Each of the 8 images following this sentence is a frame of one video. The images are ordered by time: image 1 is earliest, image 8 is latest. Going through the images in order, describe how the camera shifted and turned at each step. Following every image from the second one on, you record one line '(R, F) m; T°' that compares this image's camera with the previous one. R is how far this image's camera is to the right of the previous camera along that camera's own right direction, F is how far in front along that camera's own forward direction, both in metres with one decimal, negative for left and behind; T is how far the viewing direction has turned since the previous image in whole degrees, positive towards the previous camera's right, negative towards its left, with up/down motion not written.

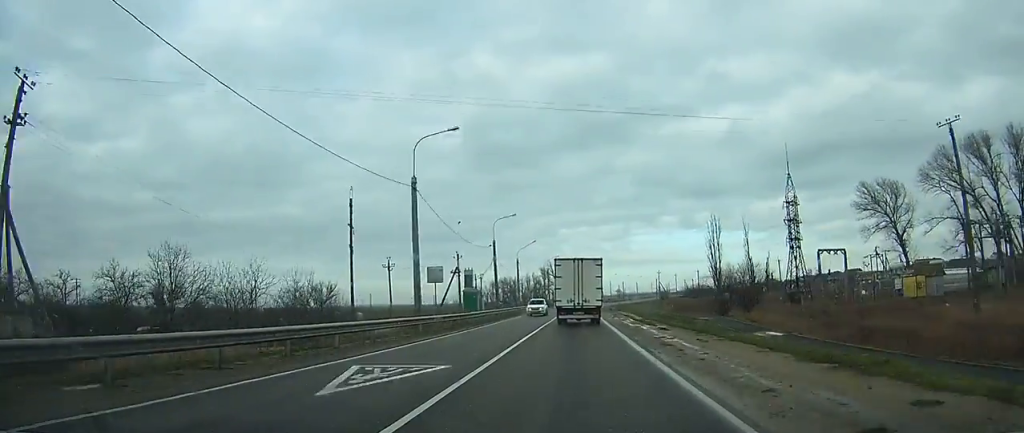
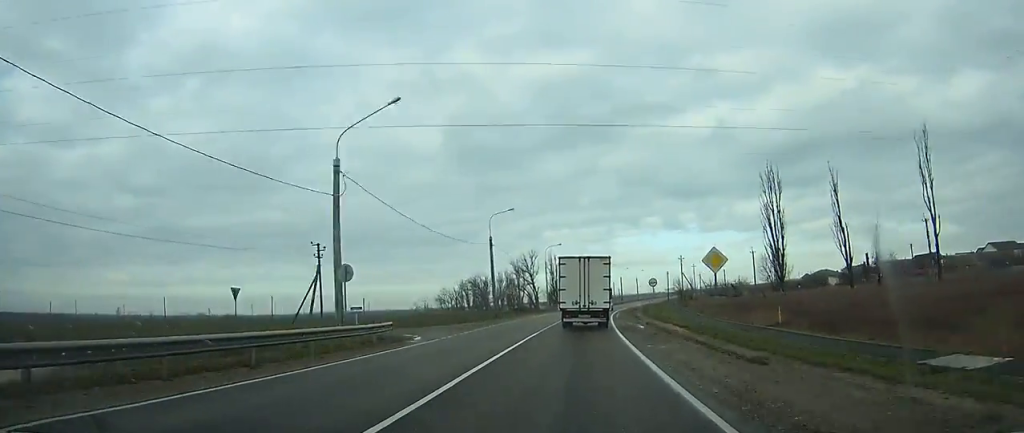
(+0.9, +66.6) m; +3°
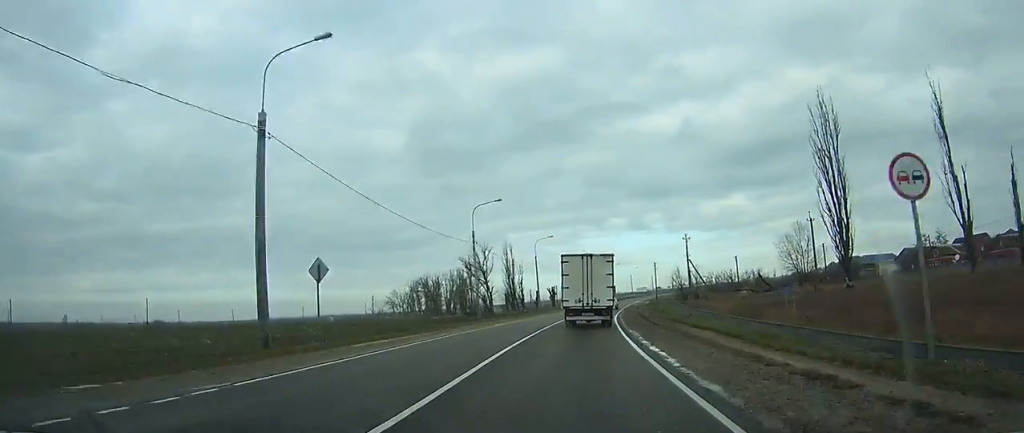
(+1.1, +40.6) m; +3°
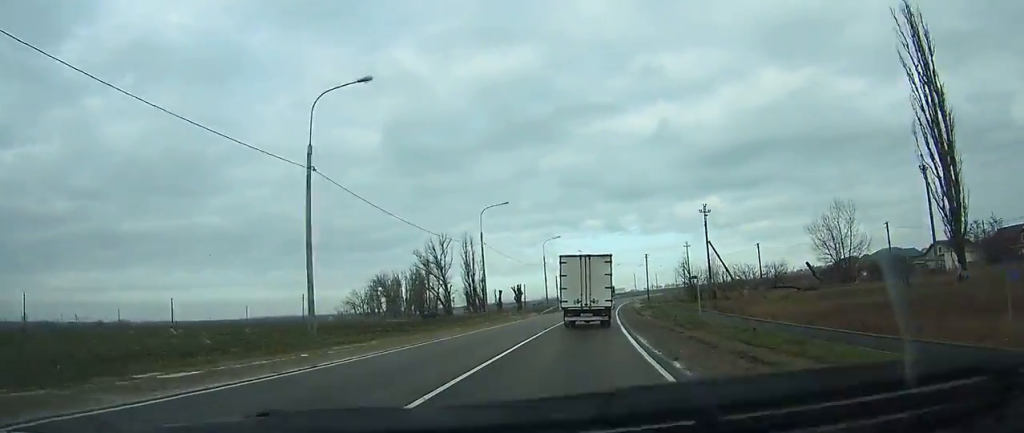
(+0.6, +28.3) m; +2°
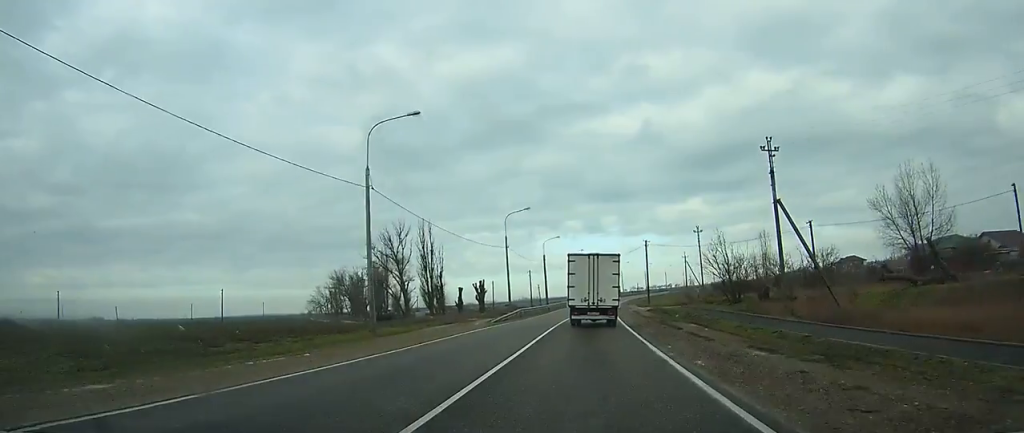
(+0.2, +25.8) m; +2°
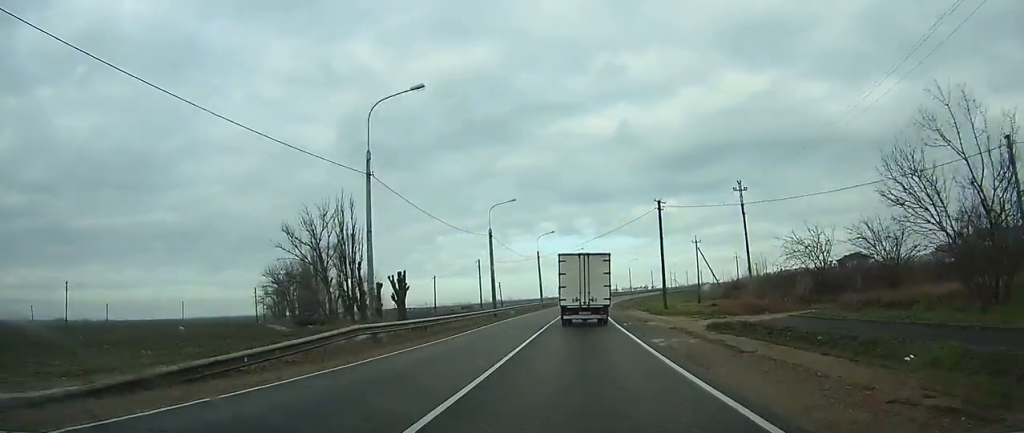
(+0.9, +33.3) m; +3°
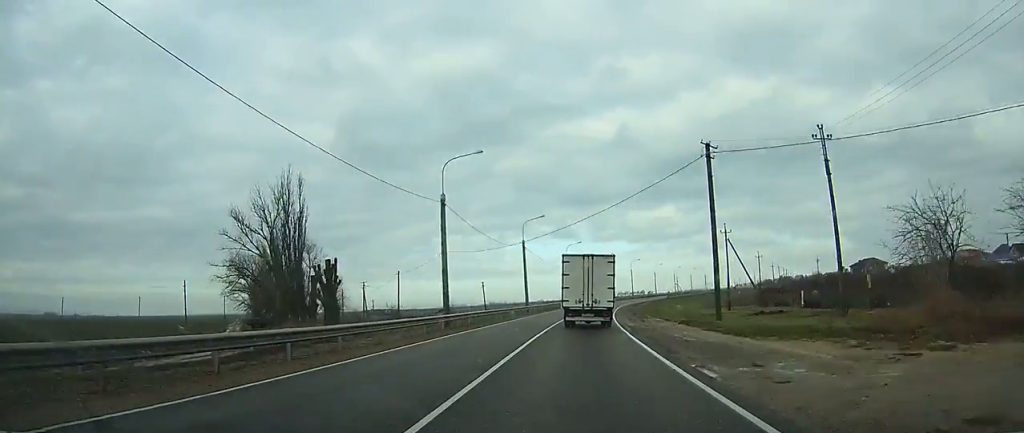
(+0.2, +18.6) m; +1°
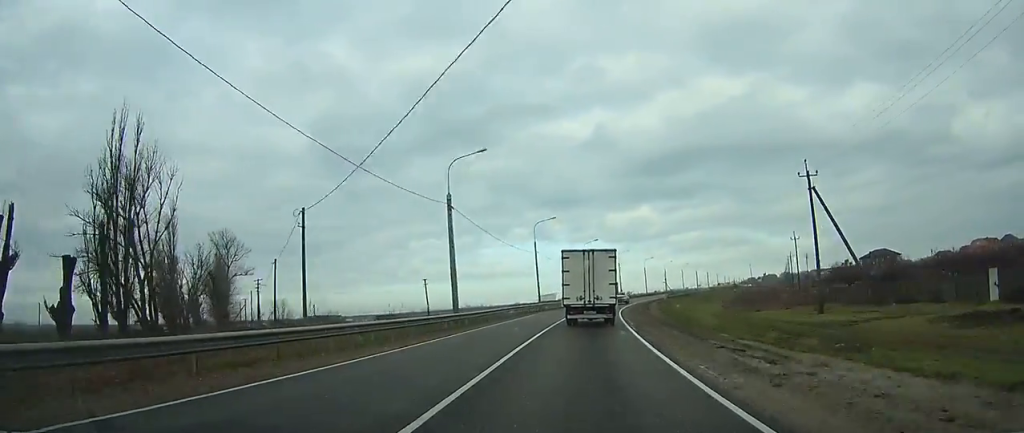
(+0.3, +29.7) m; +3°
